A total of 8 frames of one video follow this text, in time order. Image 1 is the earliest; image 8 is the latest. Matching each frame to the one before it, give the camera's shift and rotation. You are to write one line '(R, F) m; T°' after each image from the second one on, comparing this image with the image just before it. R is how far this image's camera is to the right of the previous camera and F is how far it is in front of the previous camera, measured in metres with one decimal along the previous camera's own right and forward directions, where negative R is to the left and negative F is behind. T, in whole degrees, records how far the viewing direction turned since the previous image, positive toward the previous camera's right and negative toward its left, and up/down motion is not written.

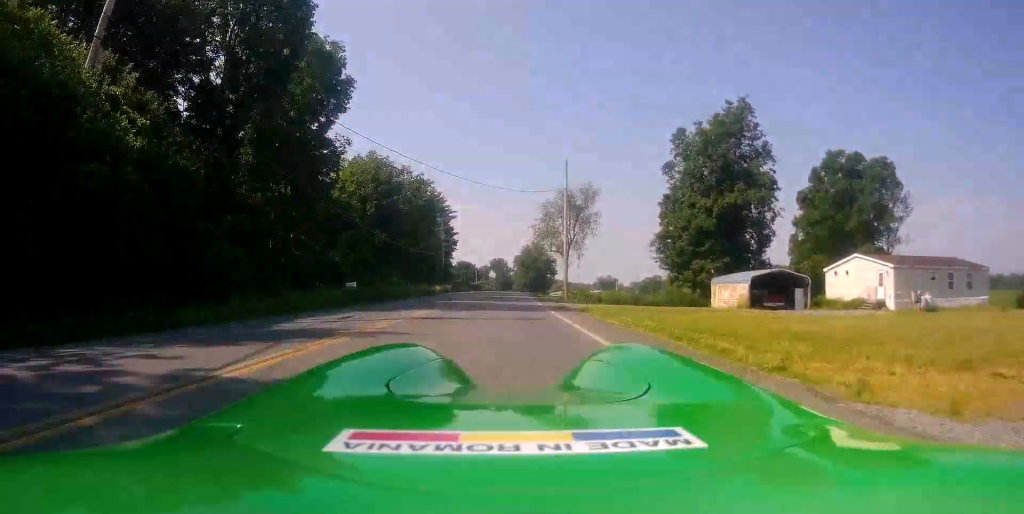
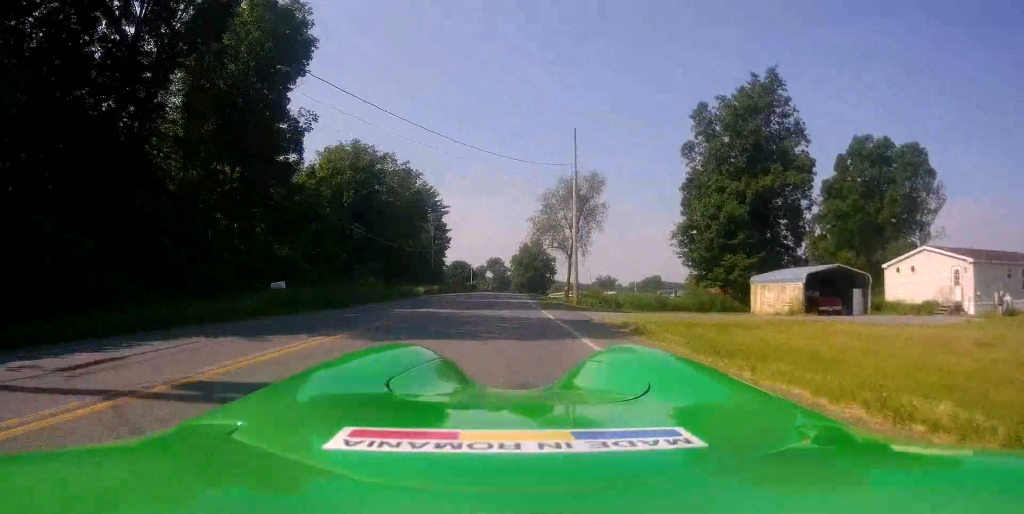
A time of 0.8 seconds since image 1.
(-0.1, +8.6) m; 0°
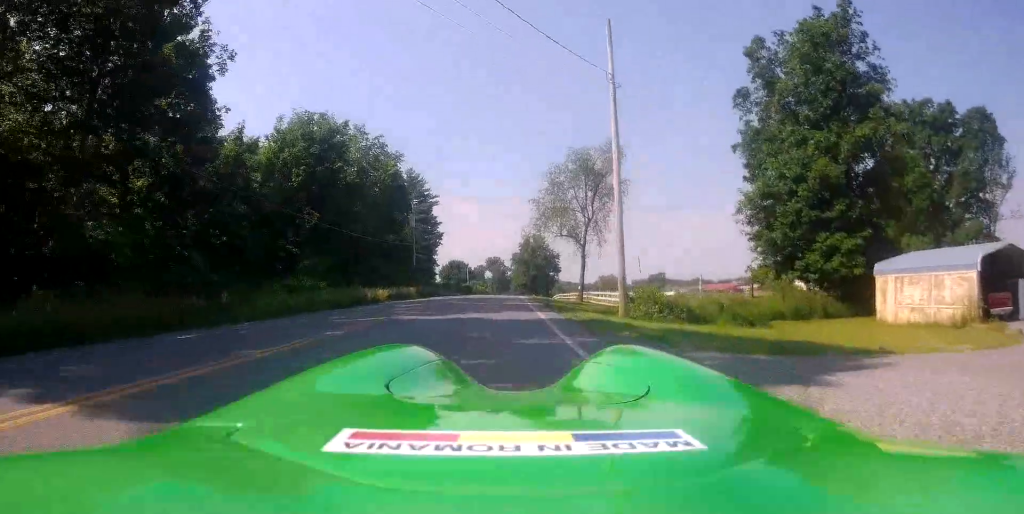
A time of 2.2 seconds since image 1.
(+0.4, +14.6) m; +2°
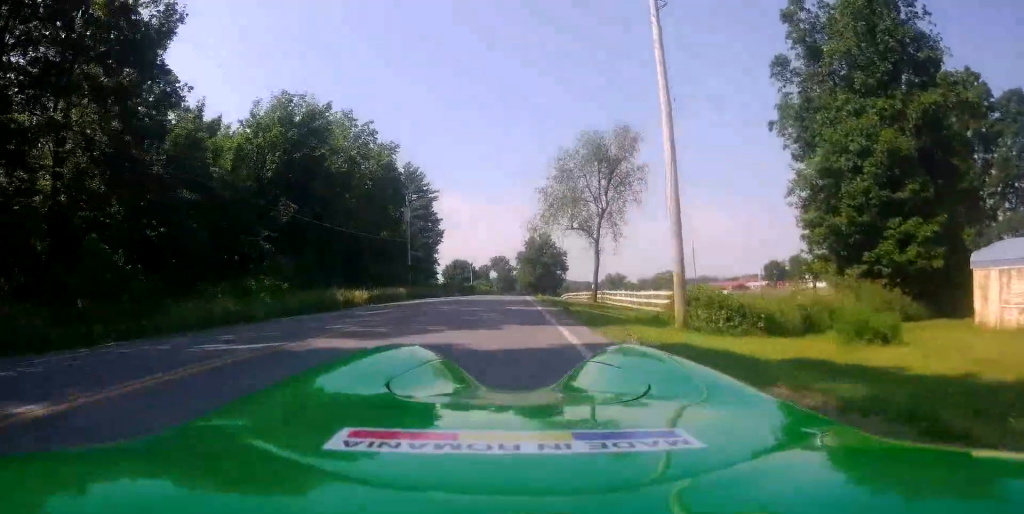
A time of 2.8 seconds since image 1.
(-0.1, +6.0) m; 0°
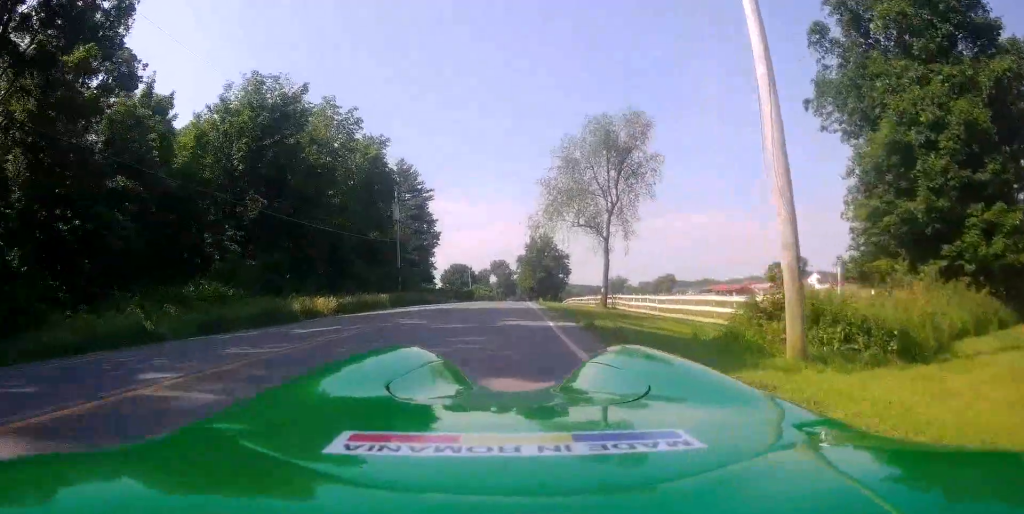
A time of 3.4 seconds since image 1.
(-0.1, +5.6) m; -1°
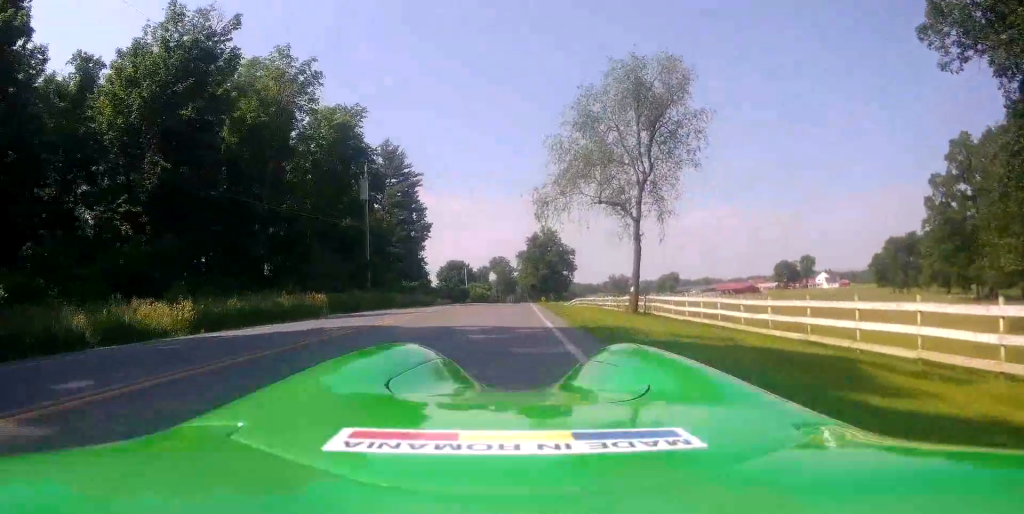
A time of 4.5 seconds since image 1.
(+0.1, +11.7) m; 0°
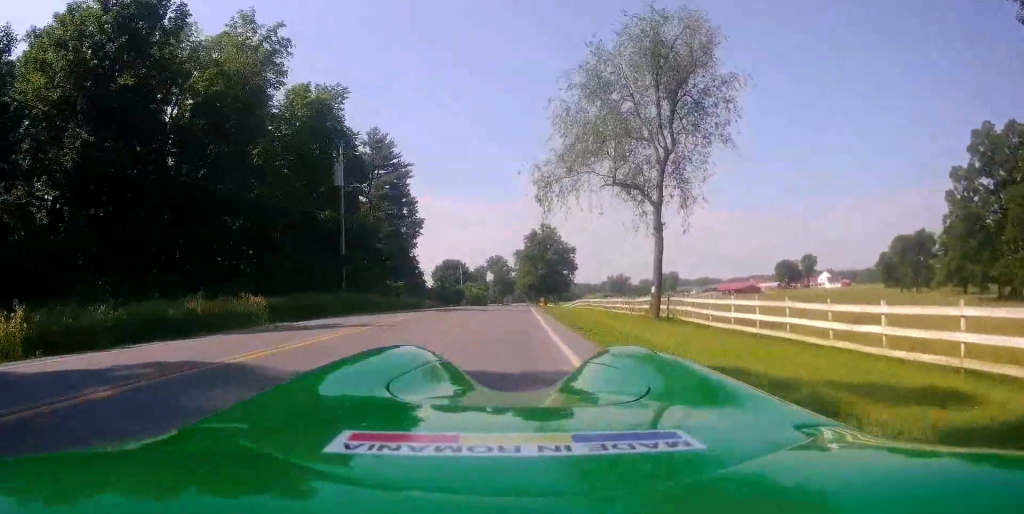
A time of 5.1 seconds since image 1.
(-0.1, +6.0) m; -1°
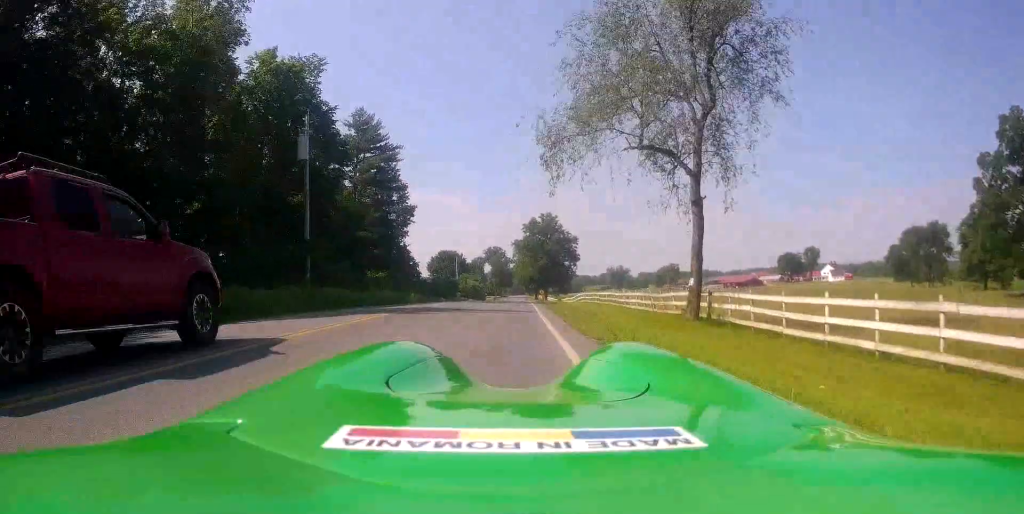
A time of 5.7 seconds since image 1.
(-0.1, +6.5) m; -1°
